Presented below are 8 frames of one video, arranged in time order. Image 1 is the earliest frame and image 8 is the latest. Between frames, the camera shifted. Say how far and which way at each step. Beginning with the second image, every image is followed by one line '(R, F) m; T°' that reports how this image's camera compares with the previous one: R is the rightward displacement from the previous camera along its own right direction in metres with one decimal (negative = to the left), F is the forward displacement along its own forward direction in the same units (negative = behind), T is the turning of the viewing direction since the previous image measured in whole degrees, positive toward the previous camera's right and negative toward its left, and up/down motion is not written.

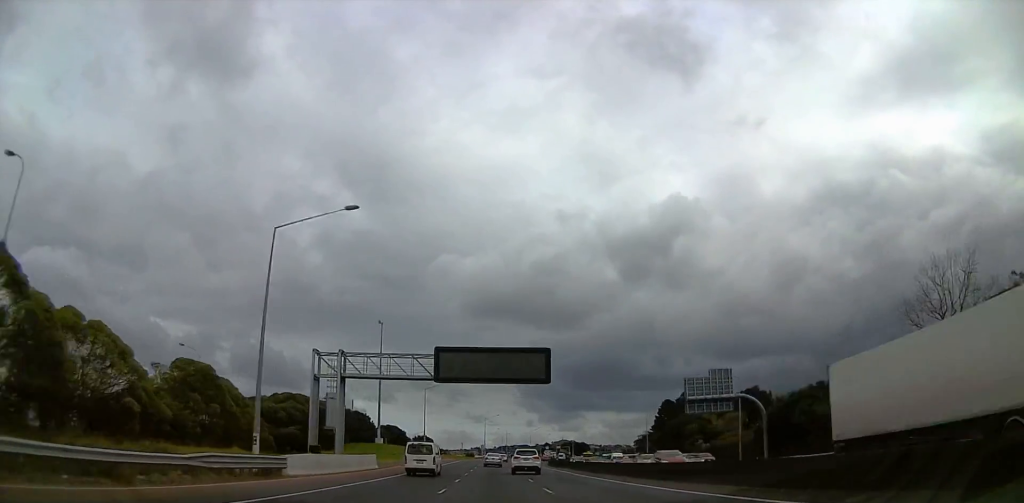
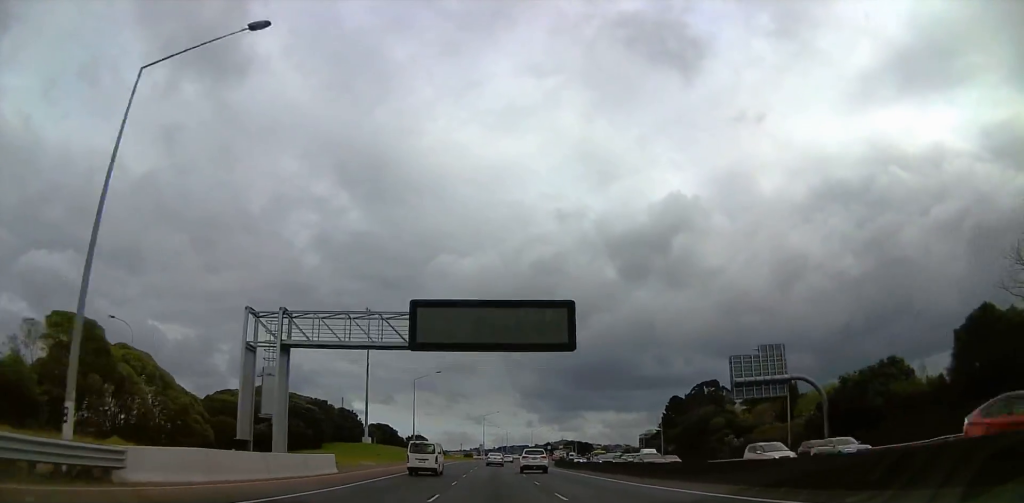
(-0.4, +13.7) m; -1°
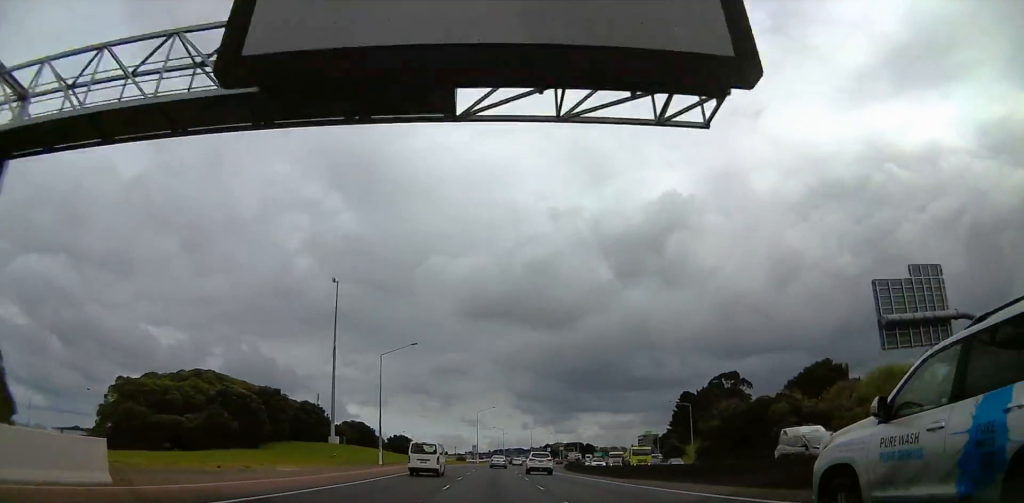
(0.0, +23.6) m; 0°
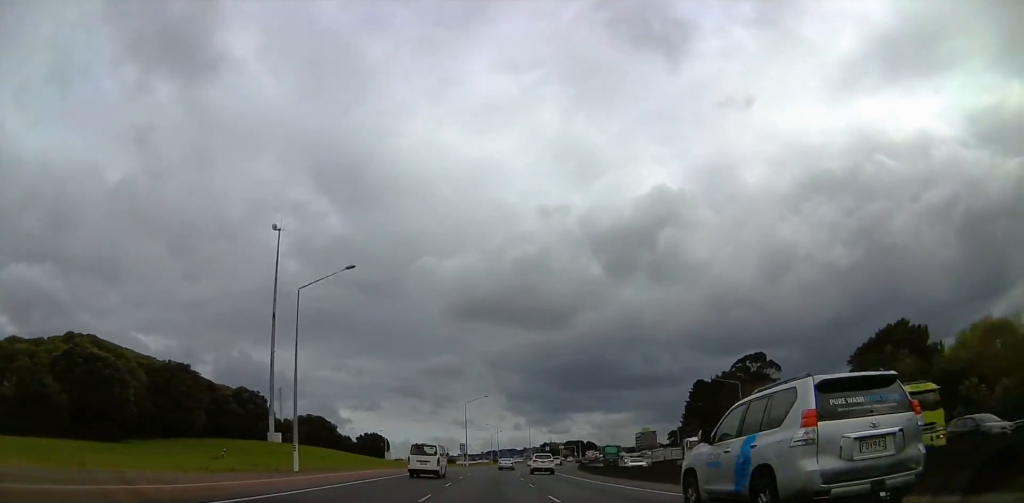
(+0.1, +26.3) m; +3°
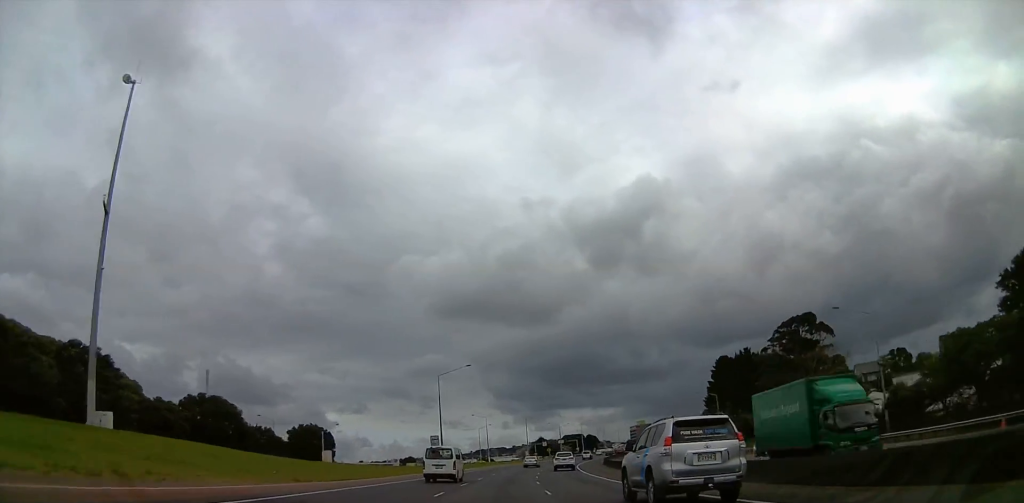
(+1.1, +36.8) m; 0°
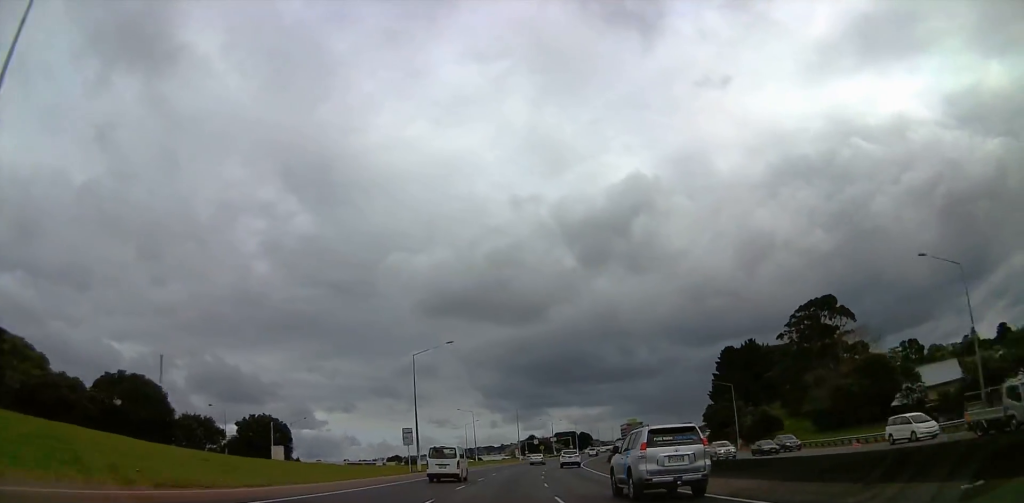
(-0.2, +14.7) m; -1°
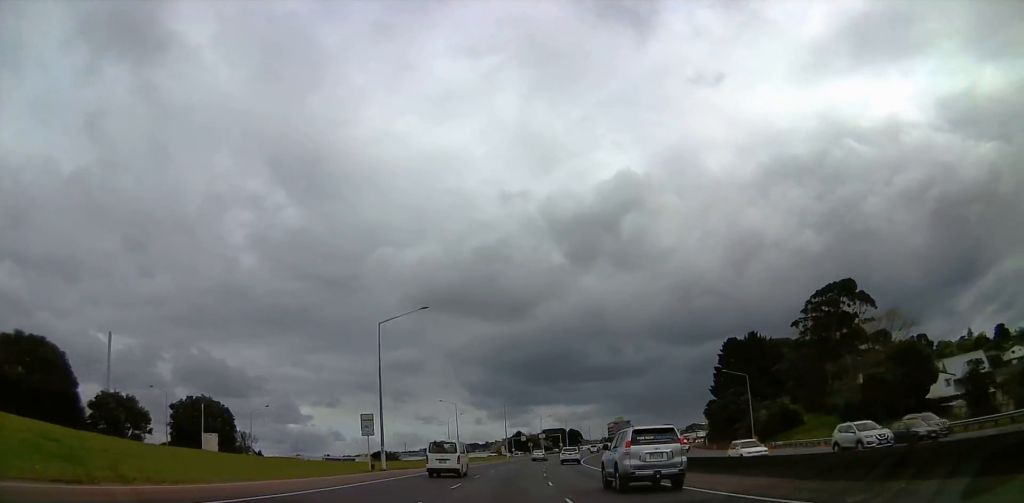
(0.0, +12.8) m; 0°
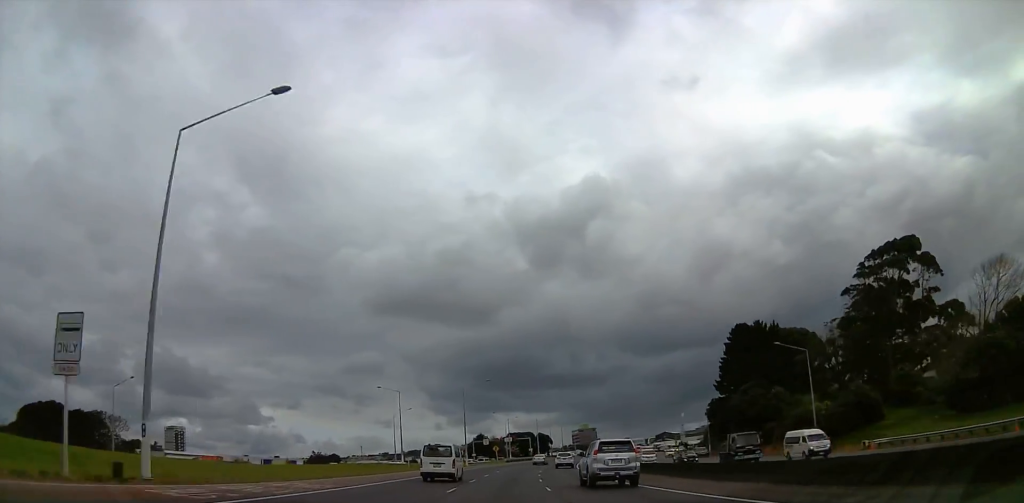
(+0.3, +30.5) m; +5°
